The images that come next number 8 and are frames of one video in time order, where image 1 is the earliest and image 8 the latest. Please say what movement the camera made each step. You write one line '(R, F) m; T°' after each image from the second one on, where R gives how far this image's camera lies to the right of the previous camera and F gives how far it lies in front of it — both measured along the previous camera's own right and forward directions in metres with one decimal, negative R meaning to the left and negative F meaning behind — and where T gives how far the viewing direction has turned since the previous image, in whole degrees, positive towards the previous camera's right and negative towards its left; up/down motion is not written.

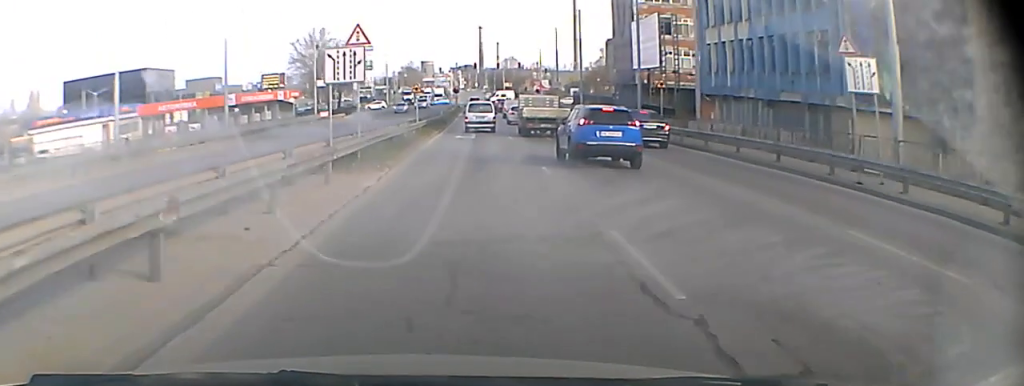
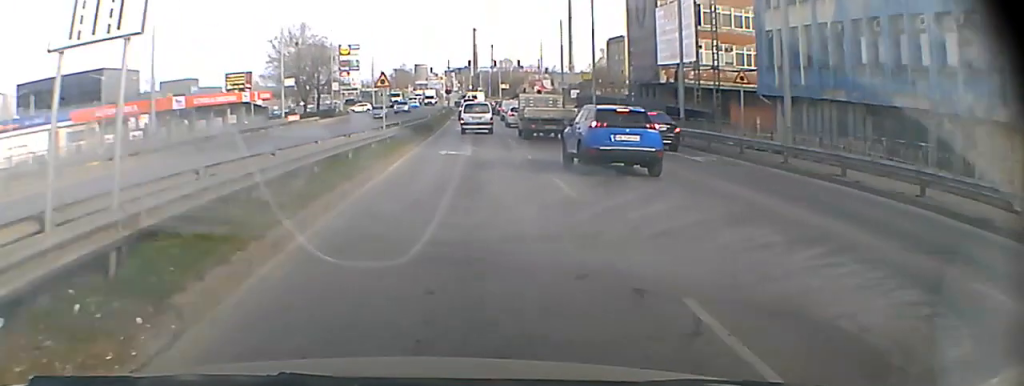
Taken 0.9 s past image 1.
(0.0, +10.7) m; 0°
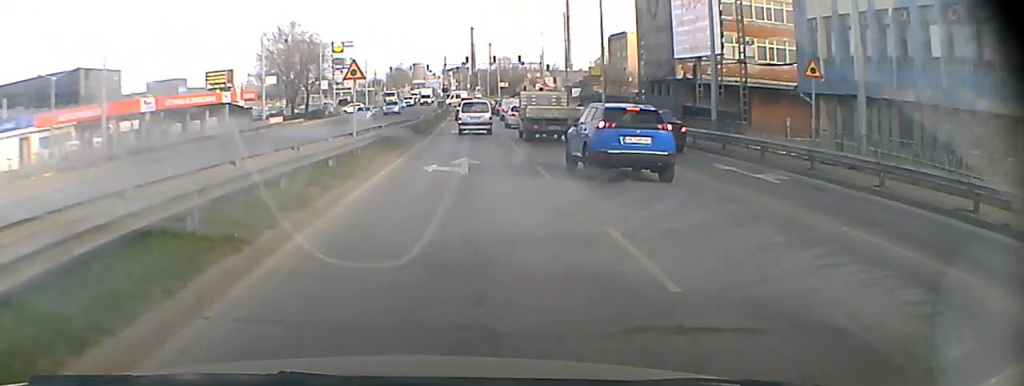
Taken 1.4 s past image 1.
(0.0, +5.9) m; 0°
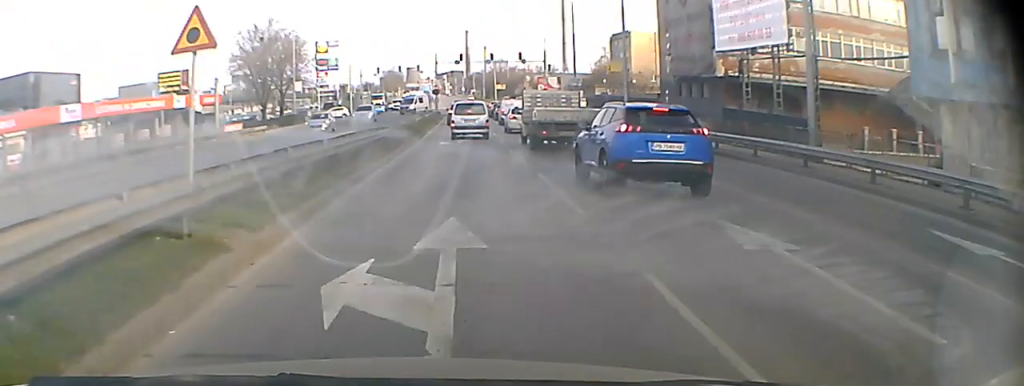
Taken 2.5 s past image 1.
(0.0, +12.6) m; 0°
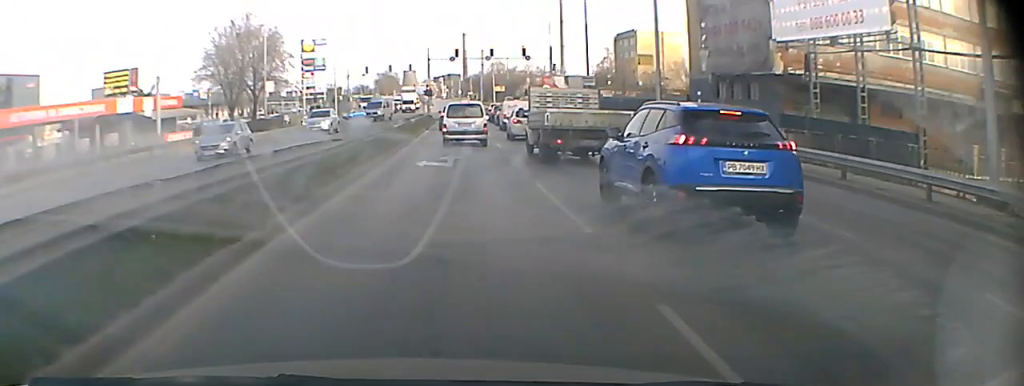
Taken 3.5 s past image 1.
(0.0, +10.7) m; 0°
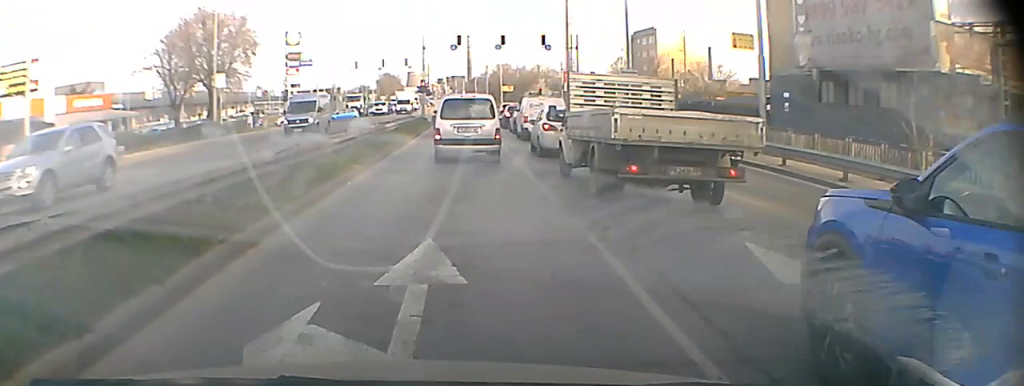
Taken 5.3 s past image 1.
(0.0, +16.5) m; 0°
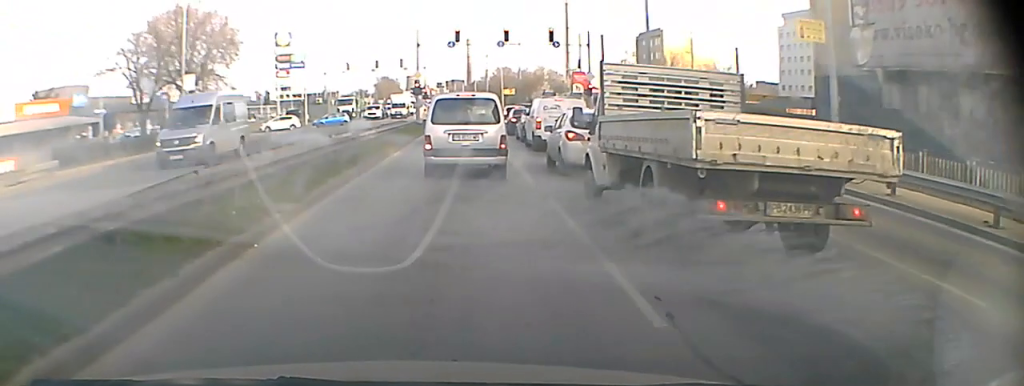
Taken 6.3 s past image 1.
(0.0, +7.4) m; +1°
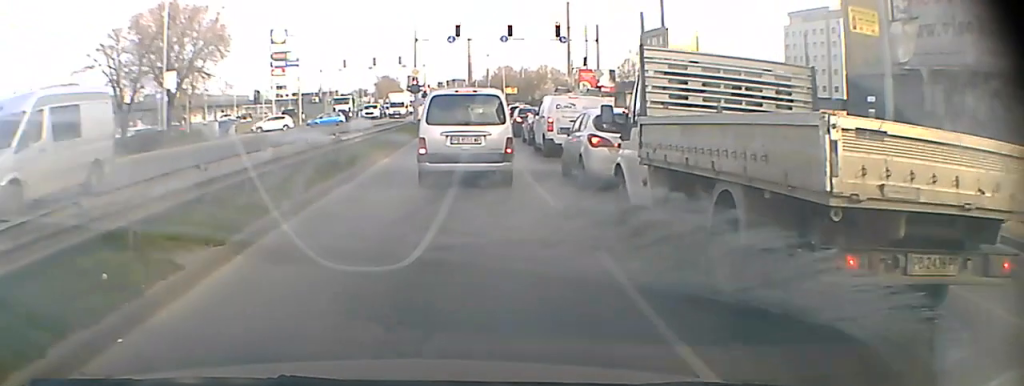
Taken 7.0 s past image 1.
(0.0, +4.5) m; +1°
